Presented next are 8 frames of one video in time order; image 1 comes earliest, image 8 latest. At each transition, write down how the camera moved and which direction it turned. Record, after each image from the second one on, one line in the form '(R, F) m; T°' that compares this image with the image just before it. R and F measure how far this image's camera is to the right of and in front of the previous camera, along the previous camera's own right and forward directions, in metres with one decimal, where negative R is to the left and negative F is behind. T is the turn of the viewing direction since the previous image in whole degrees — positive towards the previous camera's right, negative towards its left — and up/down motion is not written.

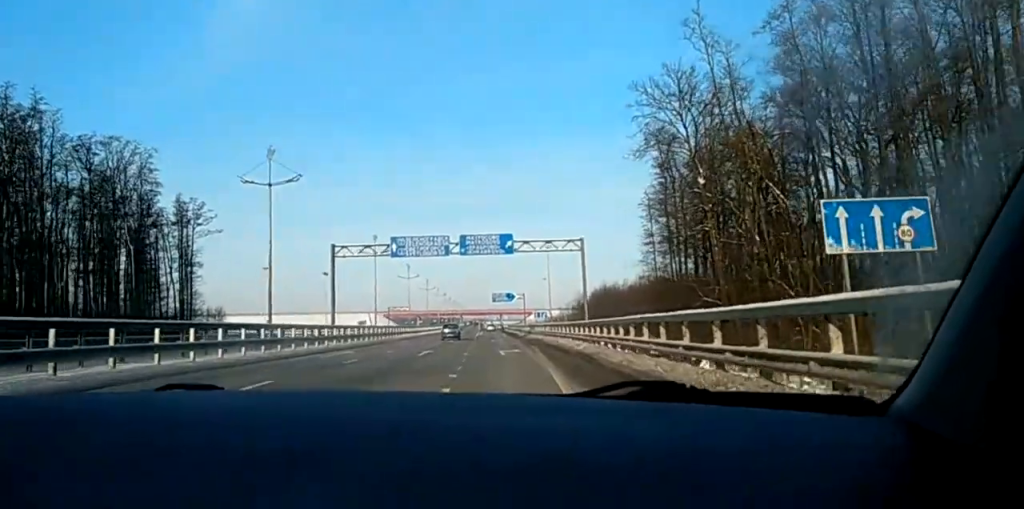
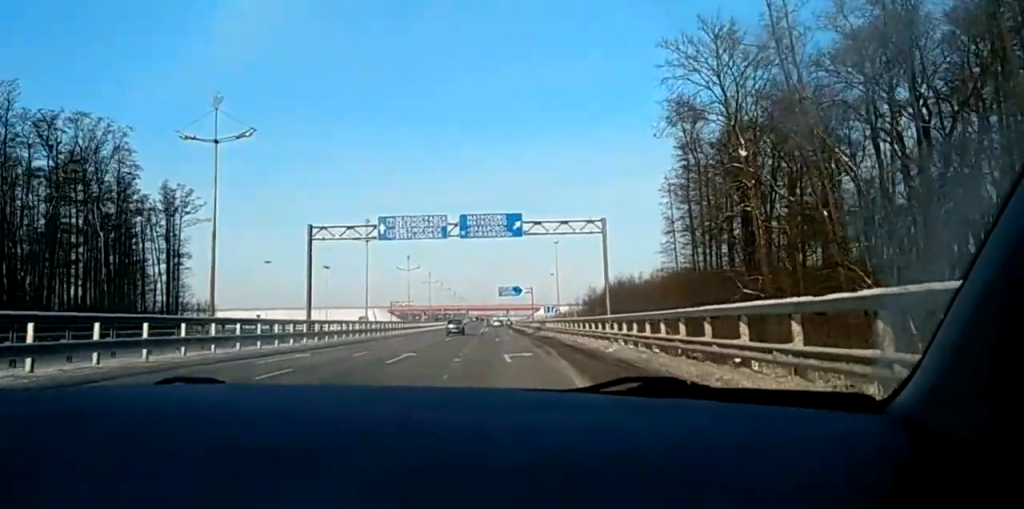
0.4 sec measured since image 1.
(+0.1, +9.8) m; 0°
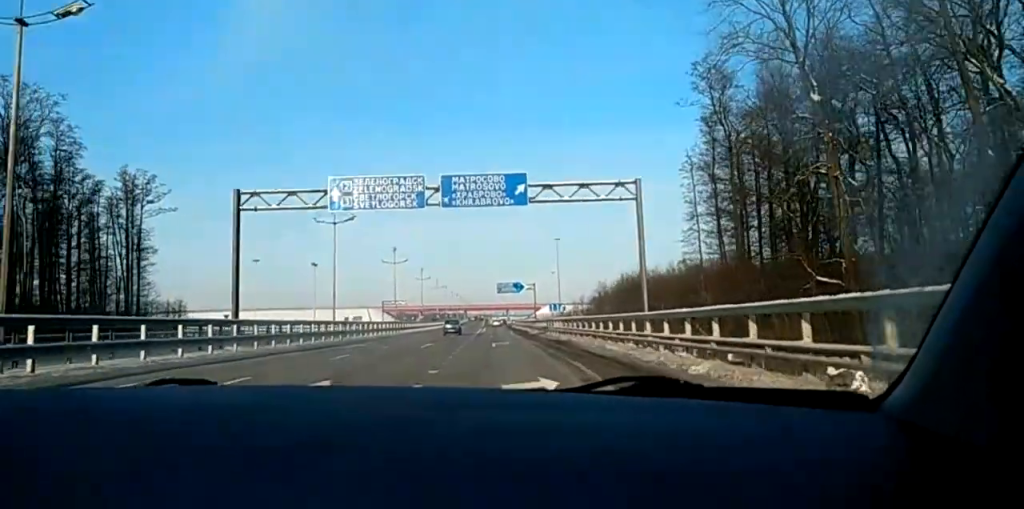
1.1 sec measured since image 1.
(-0.2, +14.1) m; -1°
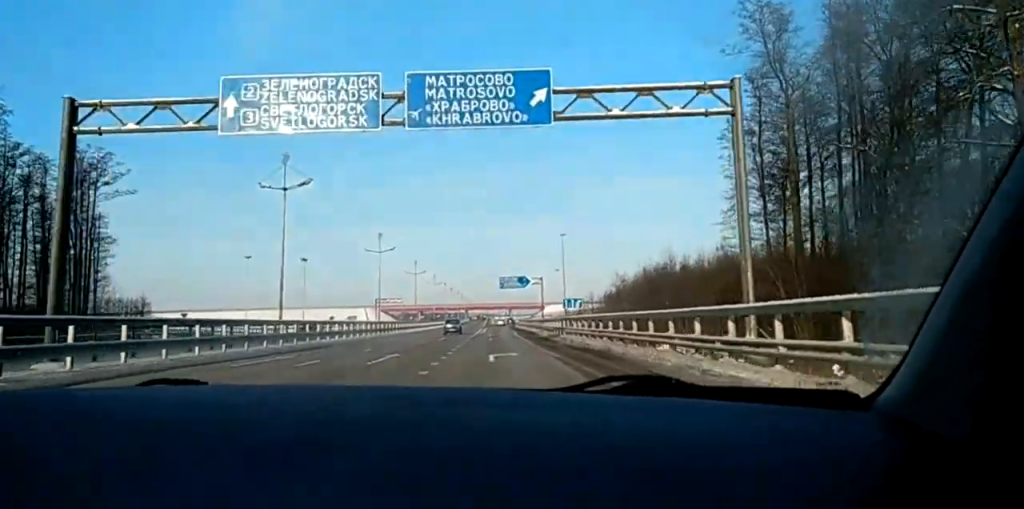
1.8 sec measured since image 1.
(-0.2, +15.9) m; -1°
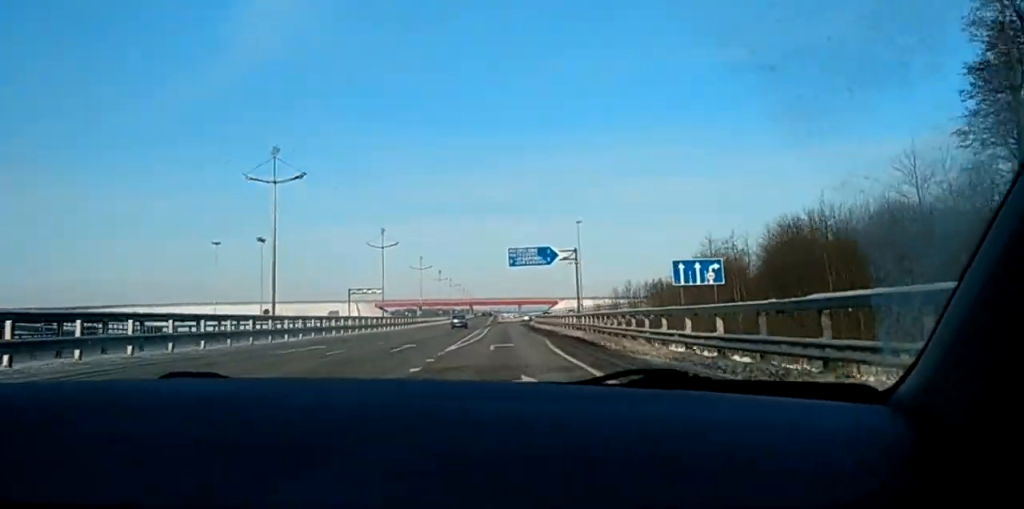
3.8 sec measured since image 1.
(-0.5, +44.2) m; -1°
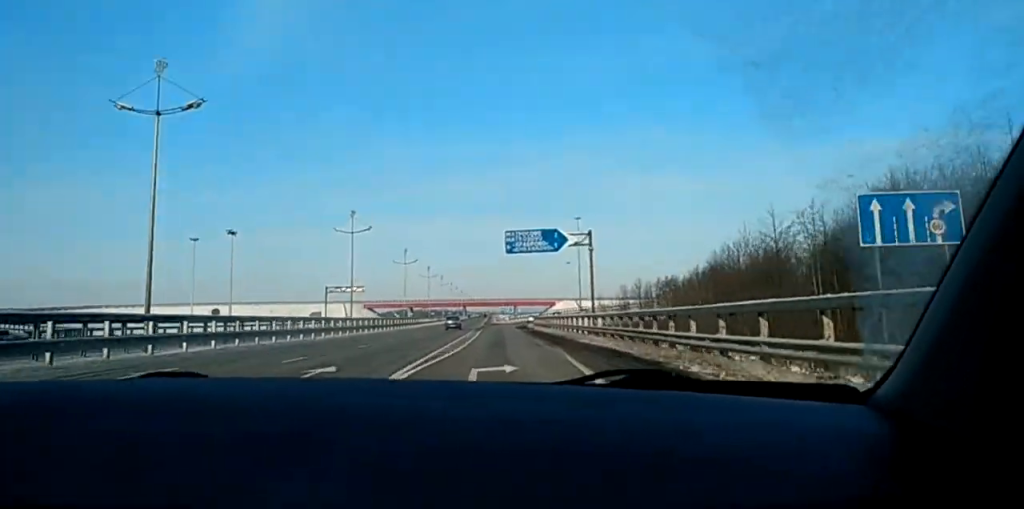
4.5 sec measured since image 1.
(-0.1, +15.7) m; 0°
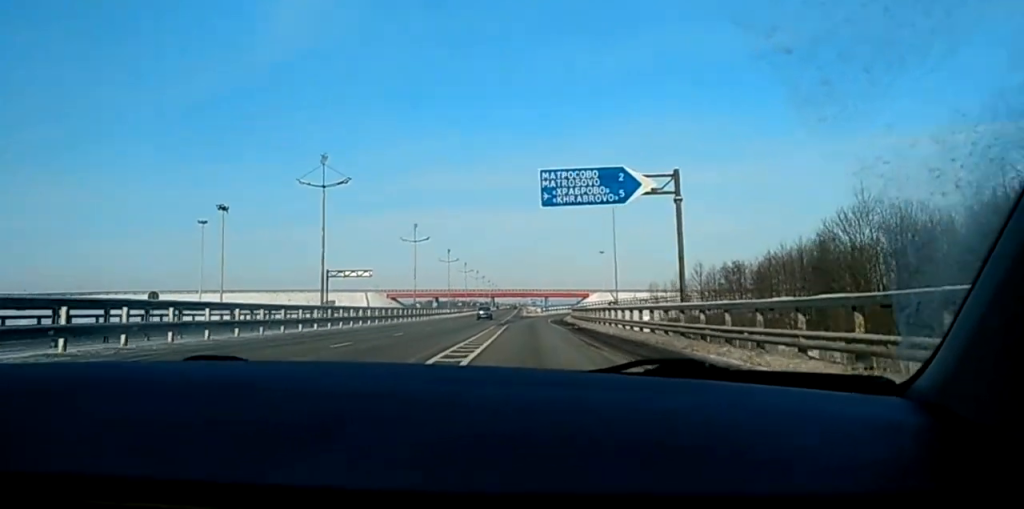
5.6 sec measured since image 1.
(+0.3, +22.4) m; +1°
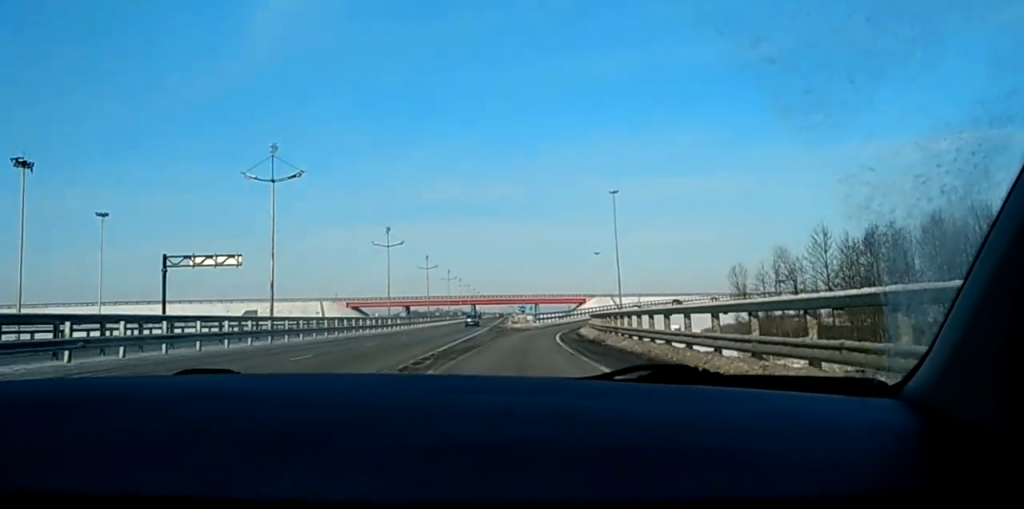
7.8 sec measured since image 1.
(0.0, +48.6) m; 0°
